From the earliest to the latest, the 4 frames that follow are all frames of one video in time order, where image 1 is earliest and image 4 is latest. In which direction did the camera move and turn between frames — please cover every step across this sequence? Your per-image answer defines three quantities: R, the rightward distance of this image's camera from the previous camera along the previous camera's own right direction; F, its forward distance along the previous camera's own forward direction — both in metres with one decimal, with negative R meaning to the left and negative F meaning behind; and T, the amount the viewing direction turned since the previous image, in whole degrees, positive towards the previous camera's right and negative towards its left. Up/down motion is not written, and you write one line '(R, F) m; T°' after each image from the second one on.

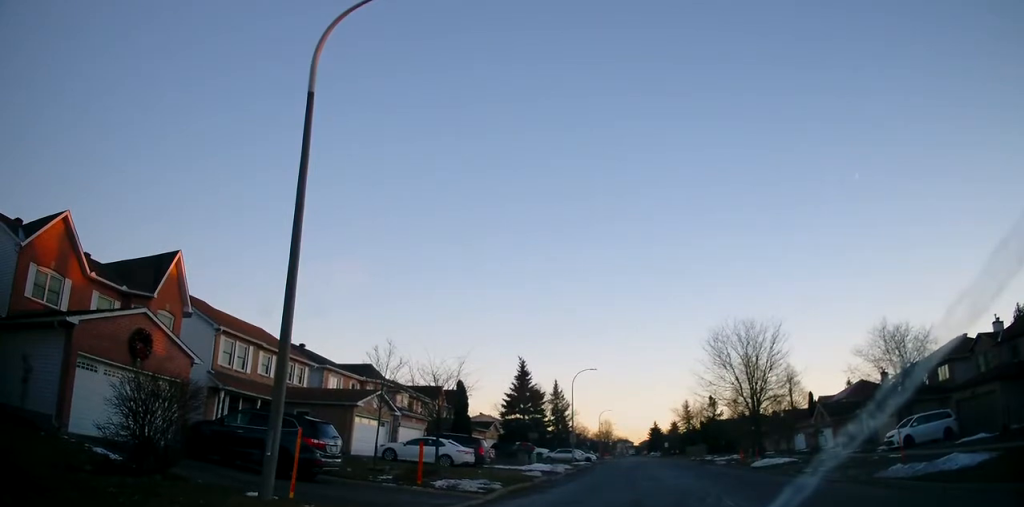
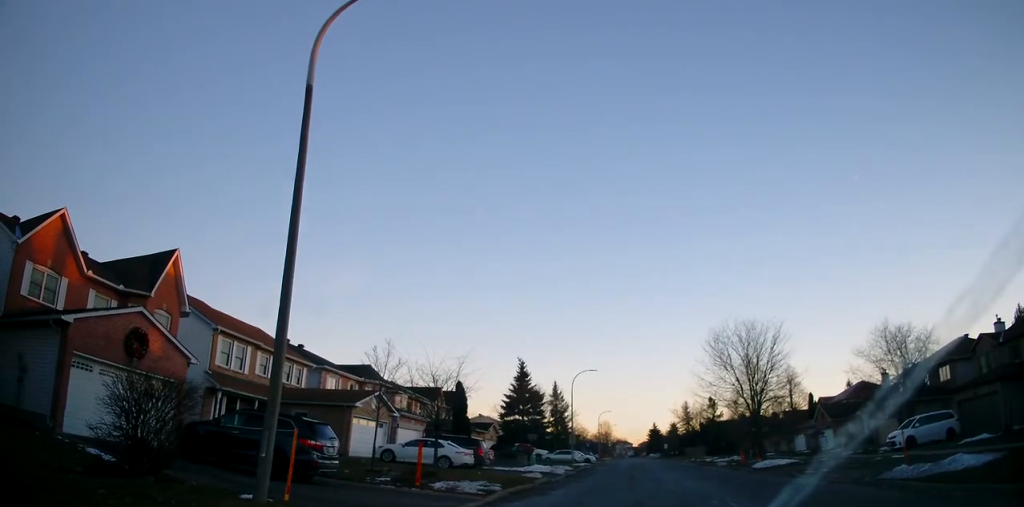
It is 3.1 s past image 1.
(0.0, +1.0) m; 0°
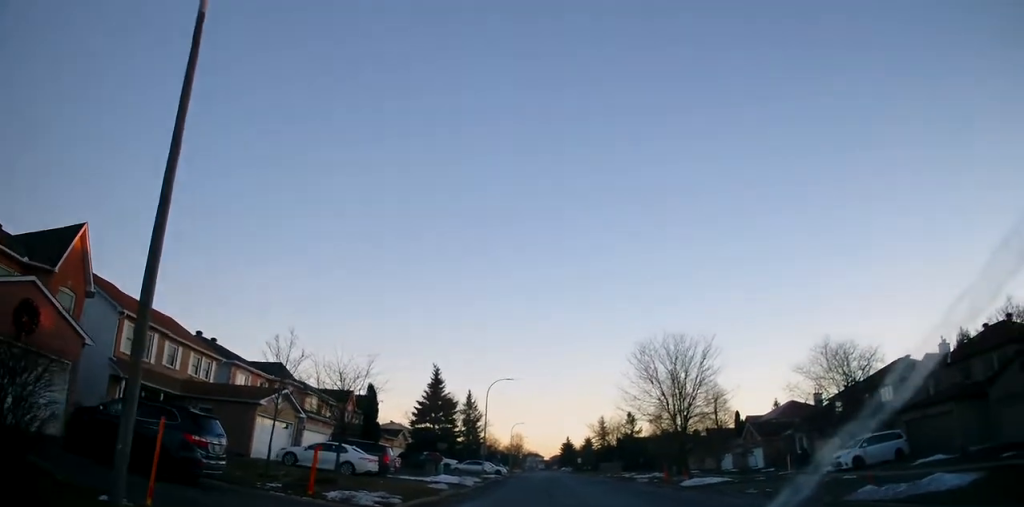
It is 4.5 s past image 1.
(-0.4, +1.1) m; +7°
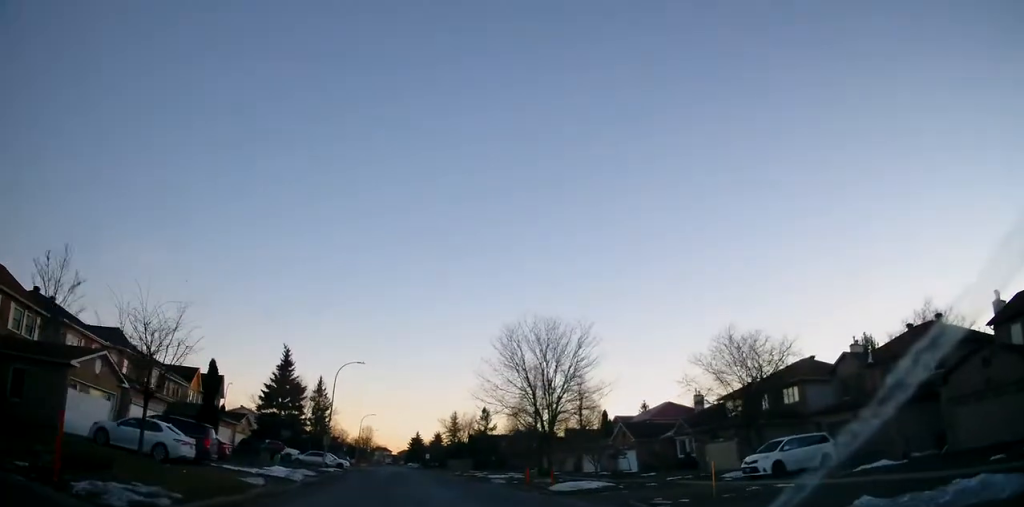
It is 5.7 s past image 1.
(+0.4, +3.7) m; +3°
